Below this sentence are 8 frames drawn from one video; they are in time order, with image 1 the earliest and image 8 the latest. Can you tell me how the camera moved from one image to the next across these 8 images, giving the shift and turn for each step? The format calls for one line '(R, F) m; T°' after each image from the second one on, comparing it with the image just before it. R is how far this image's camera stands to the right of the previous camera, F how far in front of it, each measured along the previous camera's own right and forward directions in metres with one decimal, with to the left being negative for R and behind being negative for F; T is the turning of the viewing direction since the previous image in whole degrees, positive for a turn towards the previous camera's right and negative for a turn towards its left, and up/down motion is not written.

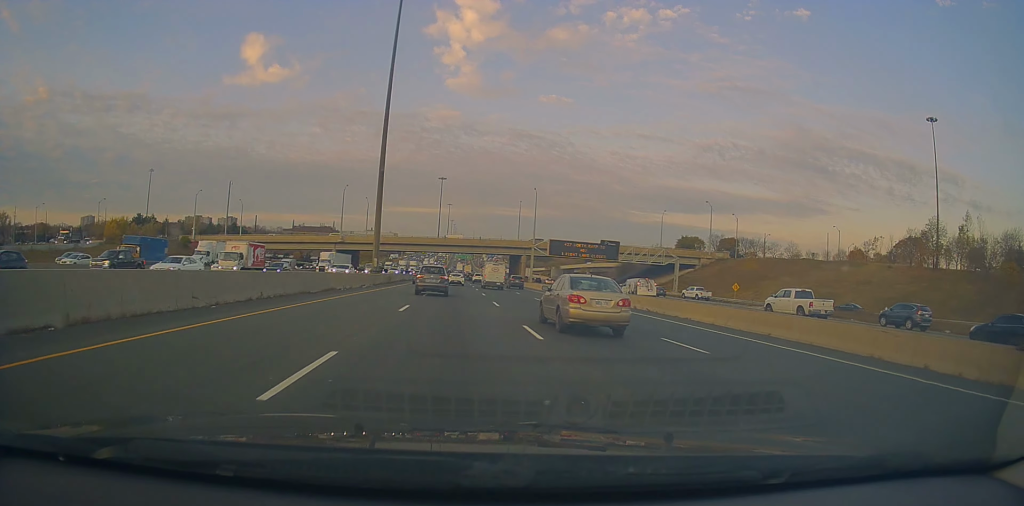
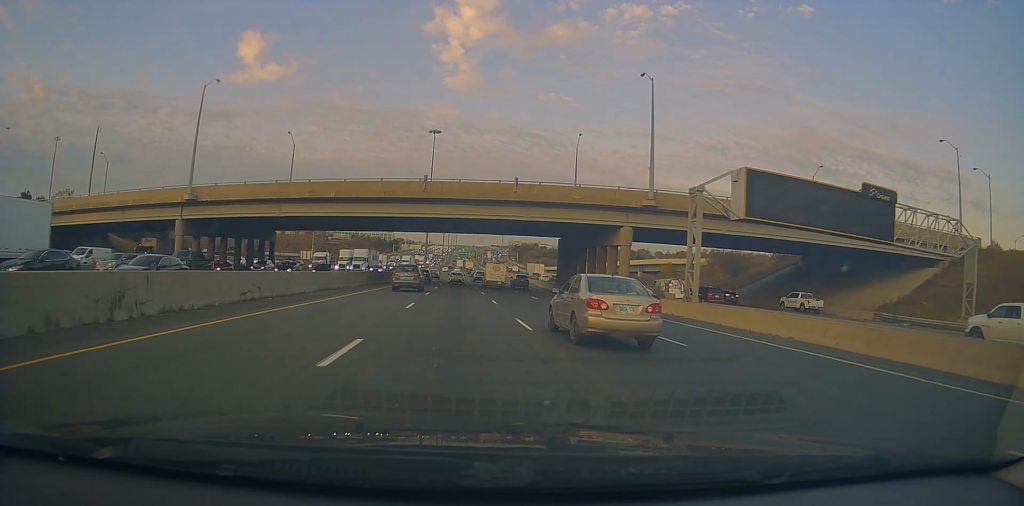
(-2.3, +72.0) m; -2°
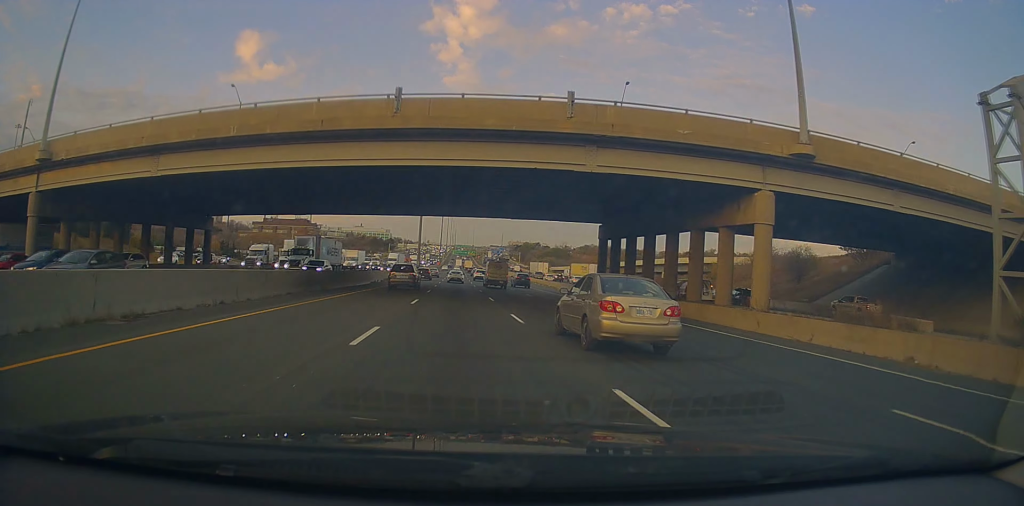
(+0.3, +22.3) m; +1°
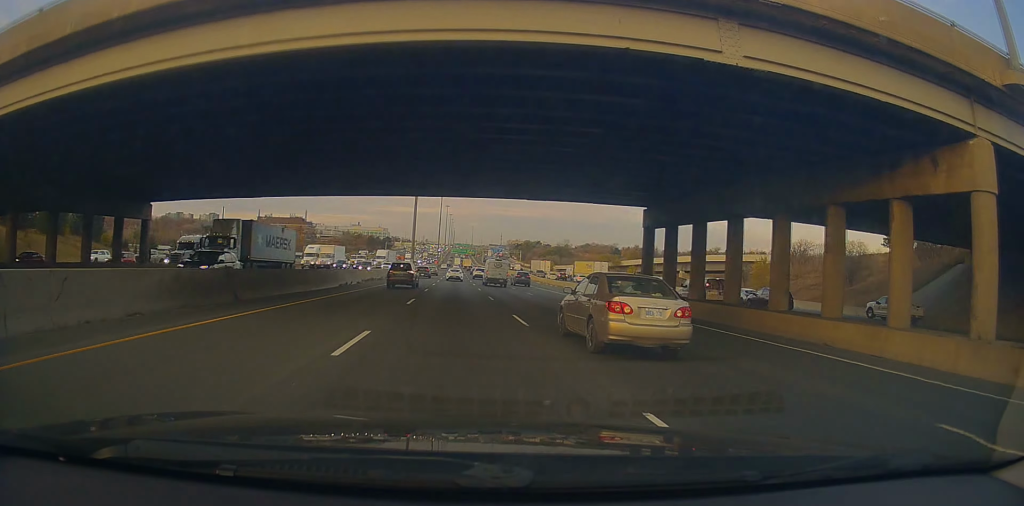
(-0.1, +13.4) m; 0°
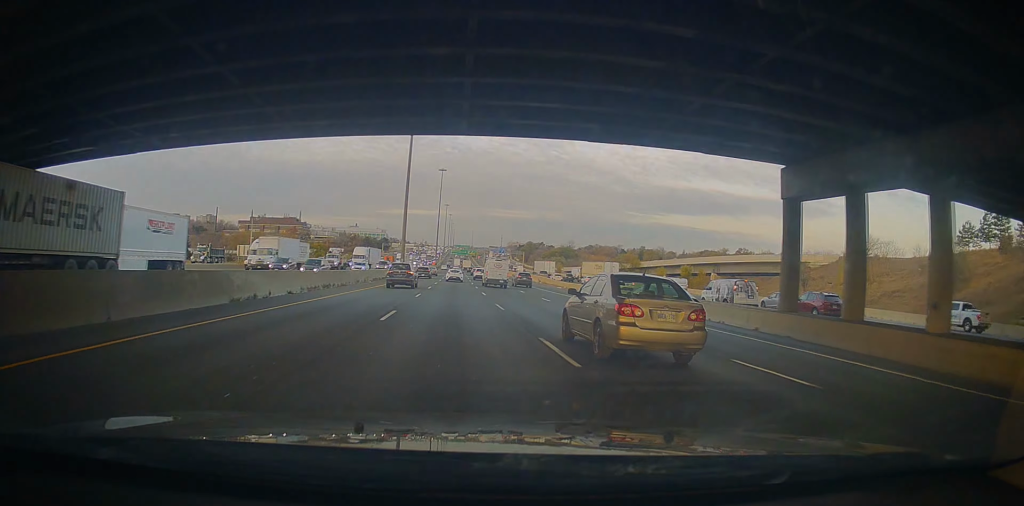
(+0.2, +18.8) m; -1°
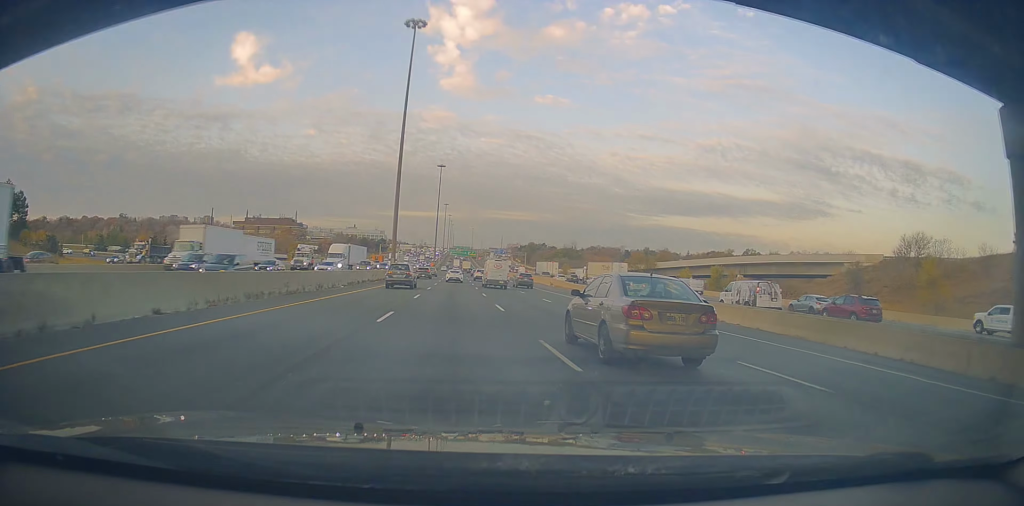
(+0.2, +12.5) m; -1°
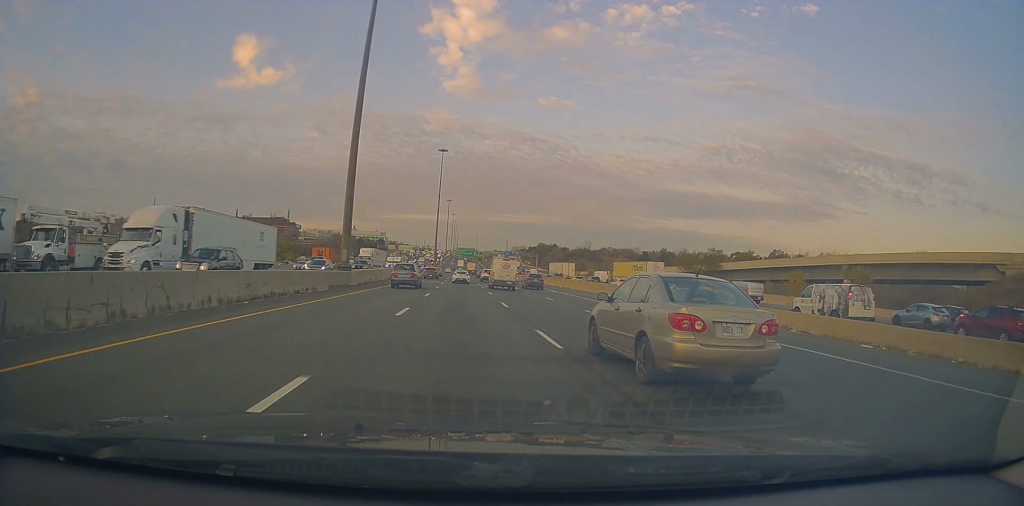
(-0.6, +34.3) m; +1°
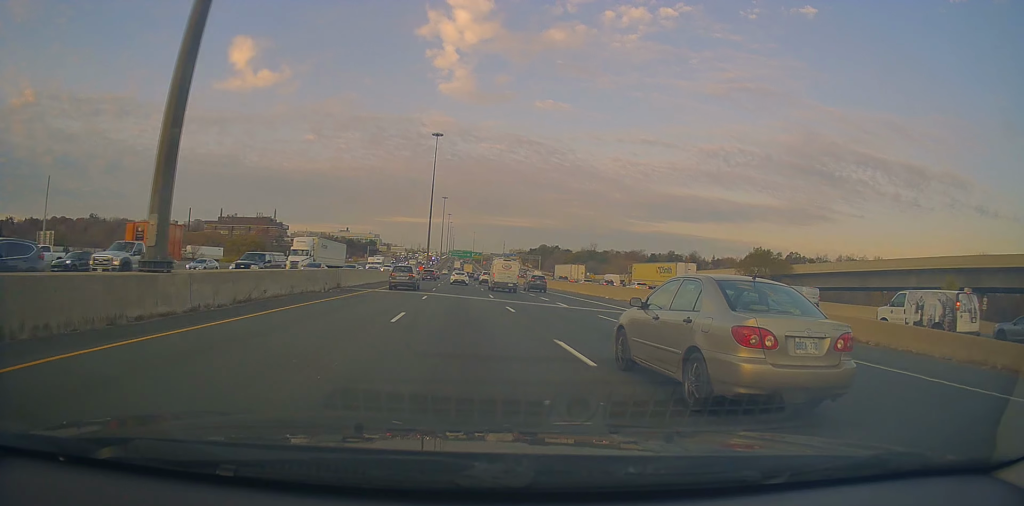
(+0.8, +26.3) m; +1°
